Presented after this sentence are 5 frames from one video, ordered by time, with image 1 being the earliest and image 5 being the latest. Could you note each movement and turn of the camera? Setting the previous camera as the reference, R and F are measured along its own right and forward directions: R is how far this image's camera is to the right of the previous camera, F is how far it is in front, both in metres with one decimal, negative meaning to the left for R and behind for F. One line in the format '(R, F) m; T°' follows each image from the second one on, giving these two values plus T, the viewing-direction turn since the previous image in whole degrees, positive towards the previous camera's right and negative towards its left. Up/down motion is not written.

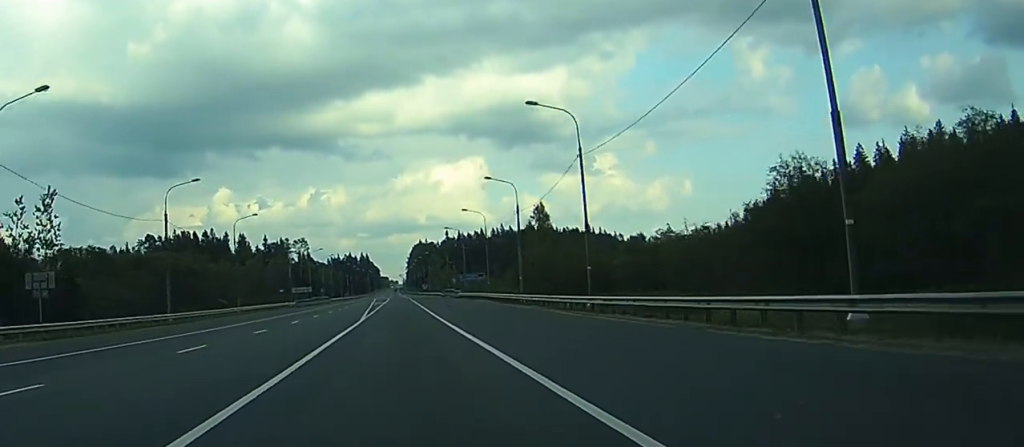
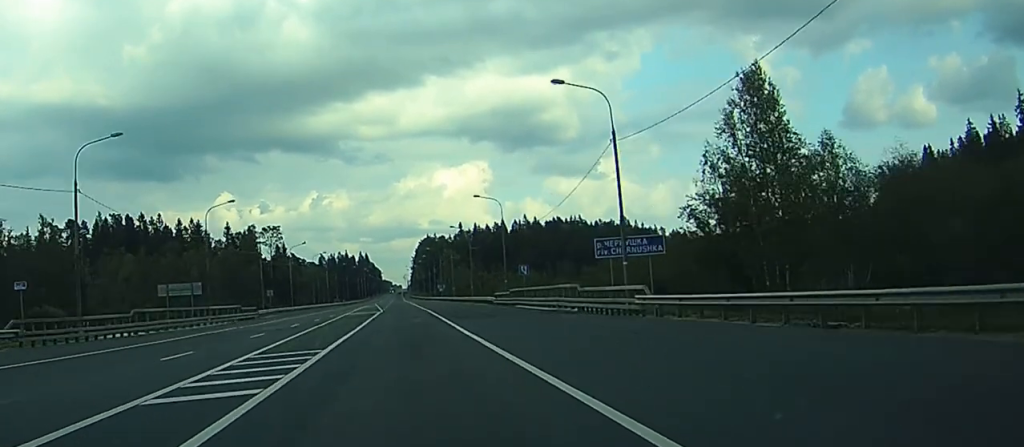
(-0.8, +97.6) m; -1°
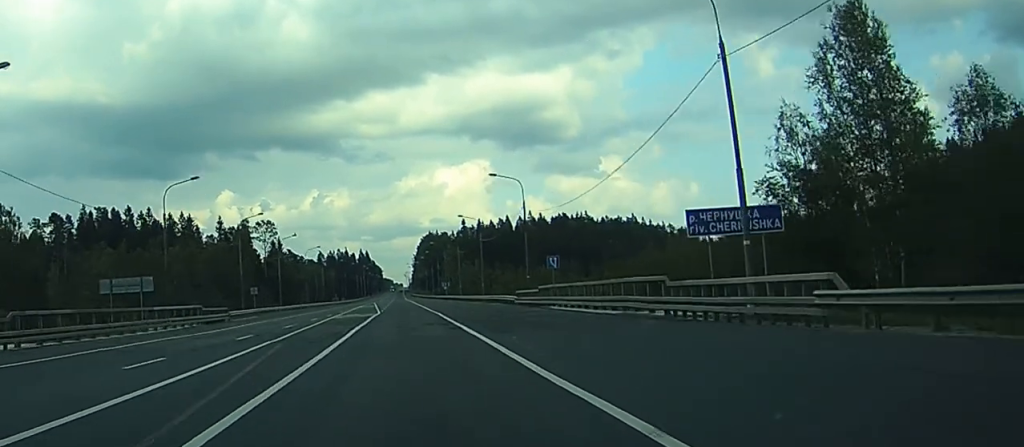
(0.0, +15.1) m; 0°
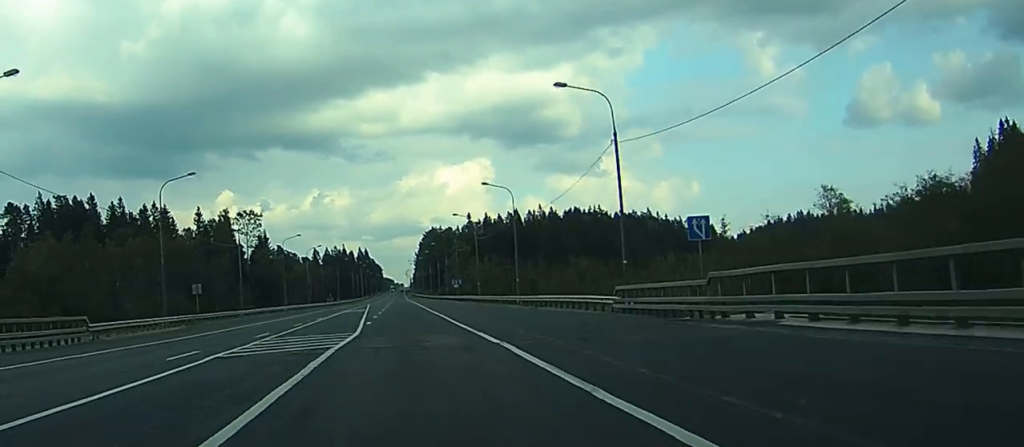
(0.0, +33.0) m; 0°
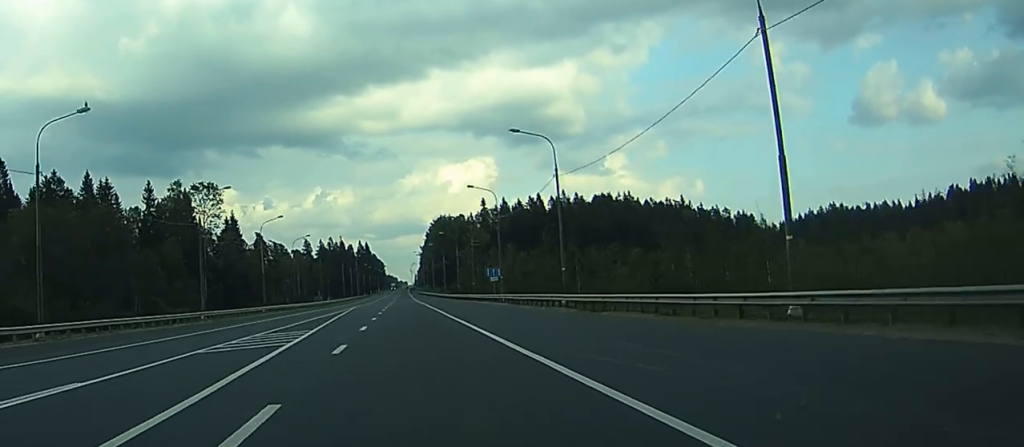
(-0.2, +57.0) m; 0°
